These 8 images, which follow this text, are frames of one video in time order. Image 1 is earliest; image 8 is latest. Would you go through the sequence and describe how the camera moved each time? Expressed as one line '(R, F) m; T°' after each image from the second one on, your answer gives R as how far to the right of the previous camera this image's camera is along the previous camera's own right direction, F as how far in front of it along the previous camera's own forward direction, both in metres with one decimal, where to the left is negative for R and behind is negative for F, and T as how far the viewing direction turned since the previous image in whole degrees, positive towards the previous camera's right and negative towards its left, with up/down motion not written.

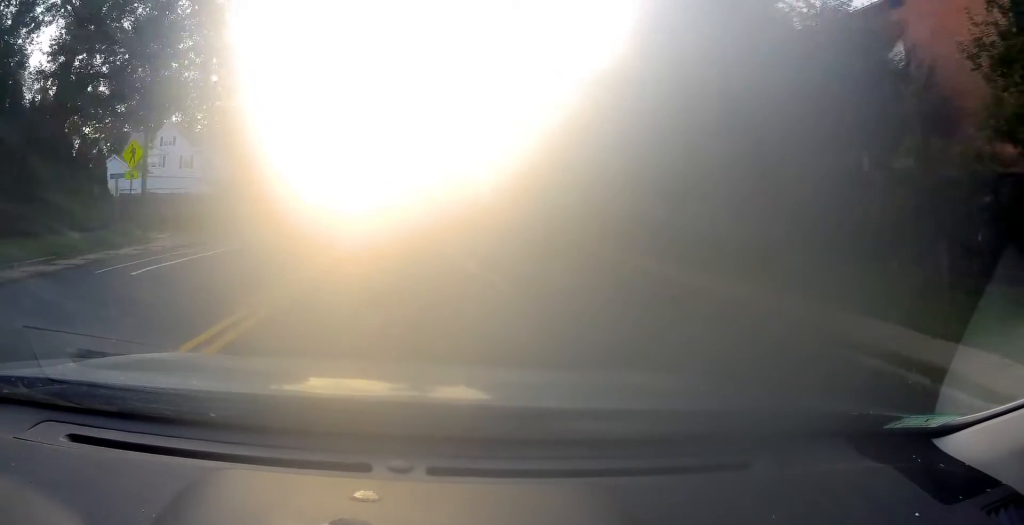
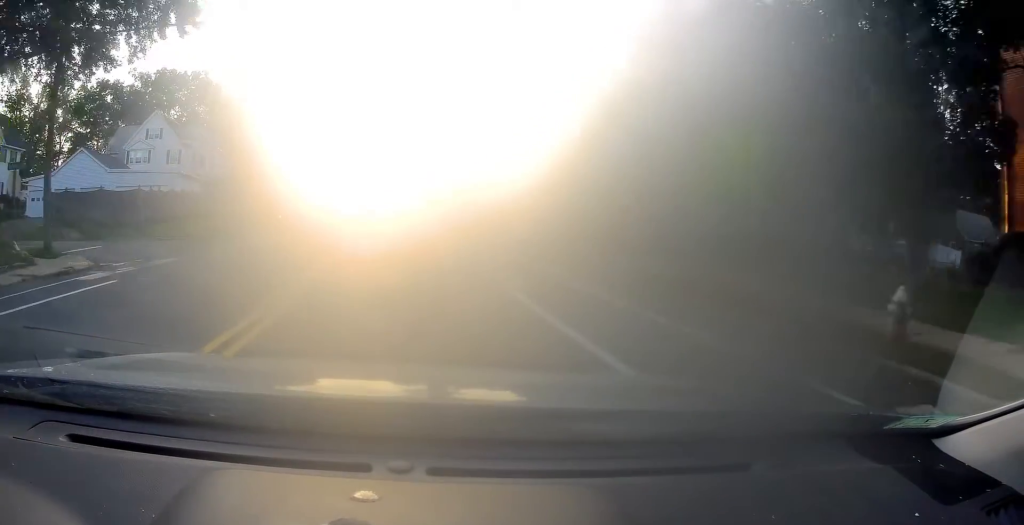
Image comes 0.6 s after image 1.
(-0.1, +8.6) m; -2°
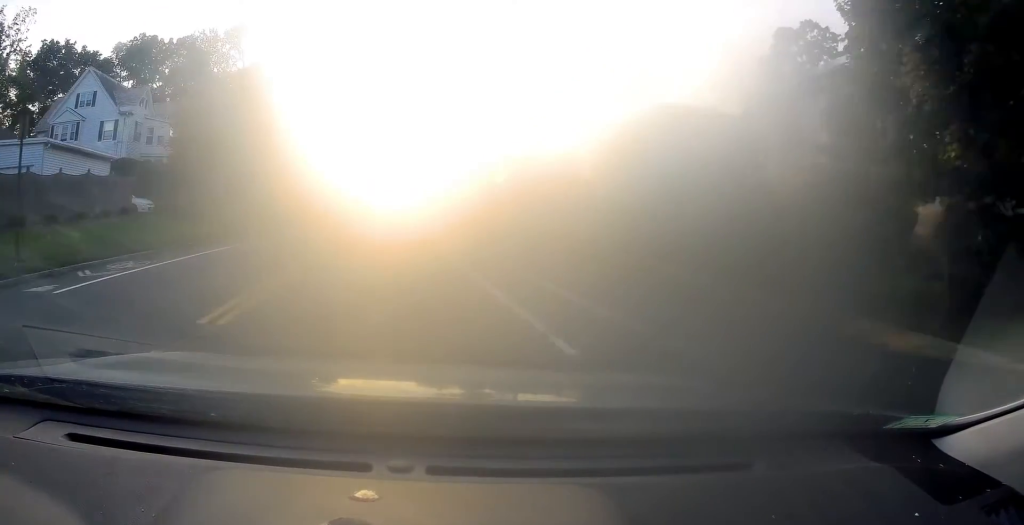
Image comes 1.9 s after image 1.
(-0.5, +20.2) m; -3°
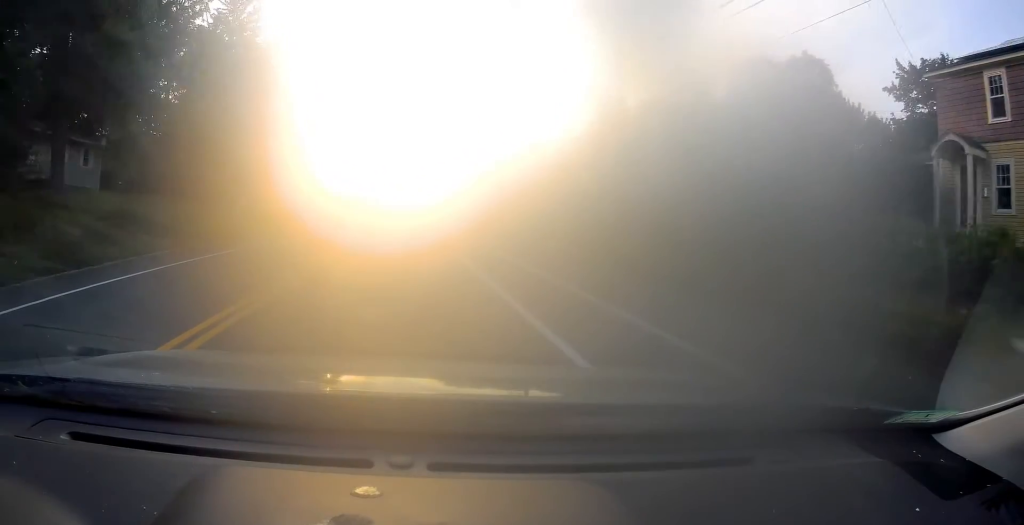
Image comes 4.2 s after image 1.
(+0.5, +35.0) m; +1°
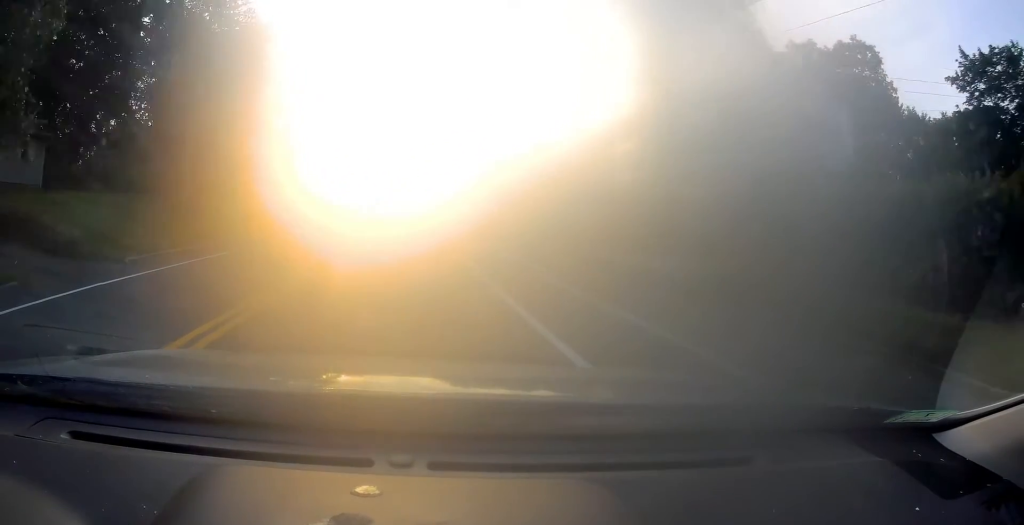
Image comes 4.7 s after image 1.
(-0.2, +7.6) m; -2°
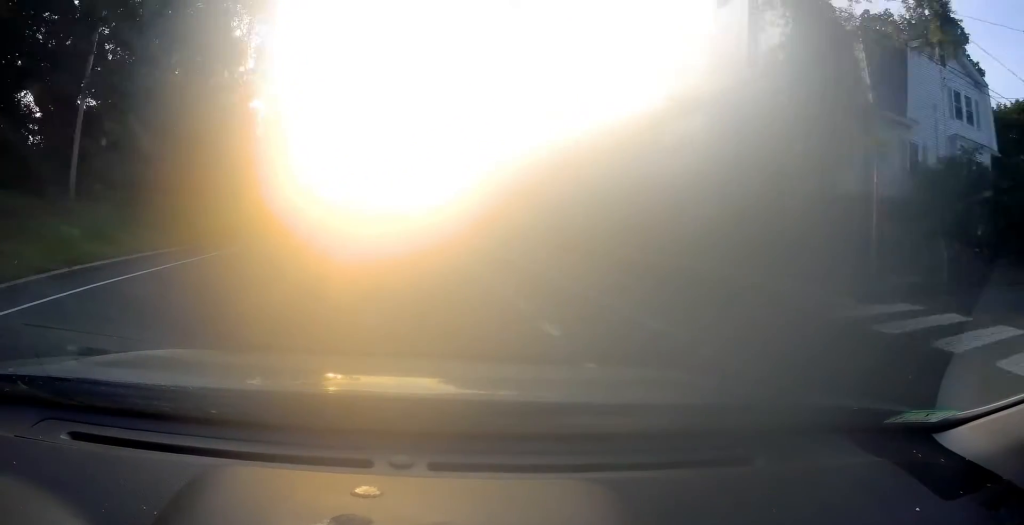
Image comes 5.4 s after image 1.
(-0.2, +10.9) m; -2°
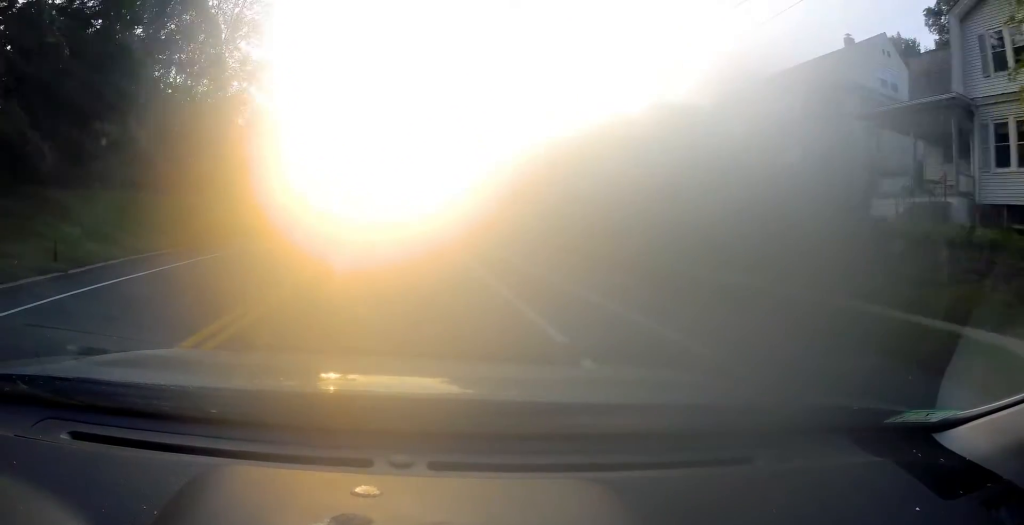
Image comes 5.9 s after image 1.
(-0.4, +9.6) m; +1°
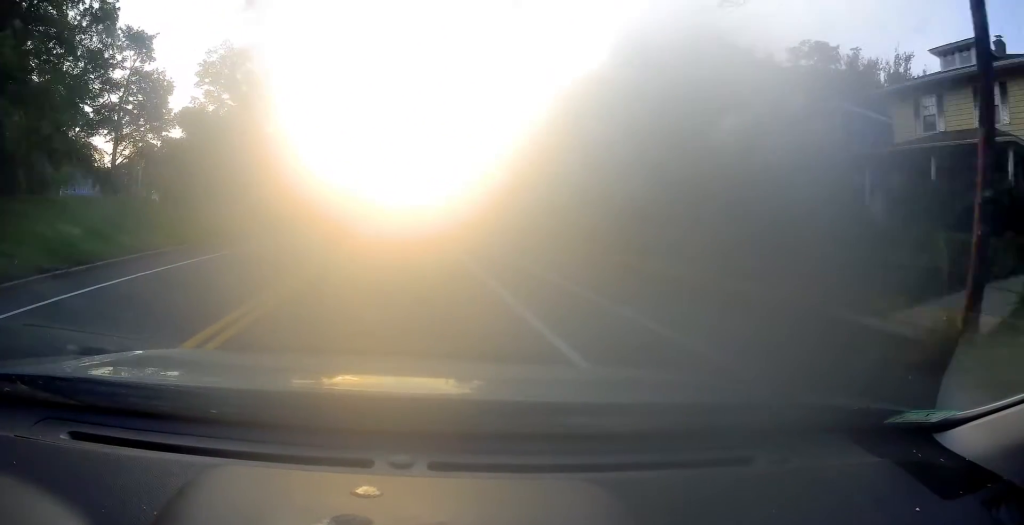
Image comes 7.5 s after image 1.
(+1.0, +27.8) m; +2°
